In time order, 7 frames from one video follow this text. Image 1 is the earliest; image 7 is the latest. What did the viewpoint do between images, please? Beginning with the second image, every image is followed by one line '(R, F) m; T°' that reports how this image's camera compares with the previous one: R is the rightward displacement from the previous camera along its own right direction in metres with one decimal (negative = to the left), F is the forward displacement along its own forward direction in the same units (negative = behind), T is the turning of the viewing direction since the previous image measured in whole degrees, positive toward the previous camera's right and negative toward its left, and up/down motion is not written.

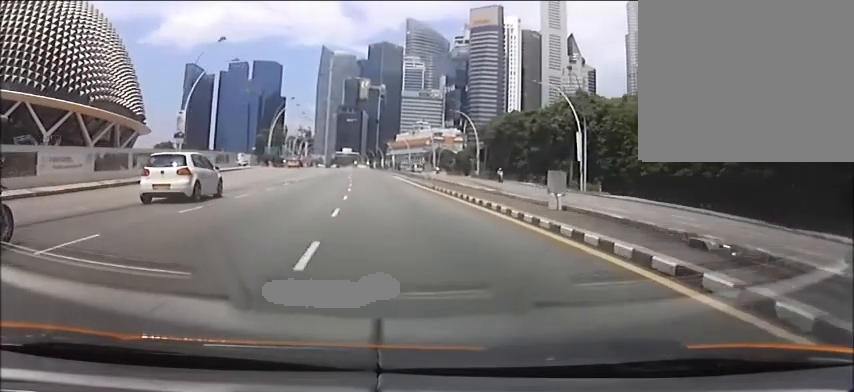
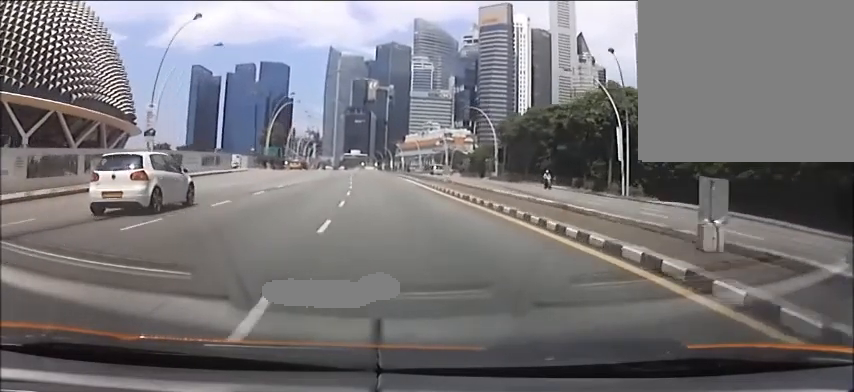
(-0.3, +11.3) m; -1°
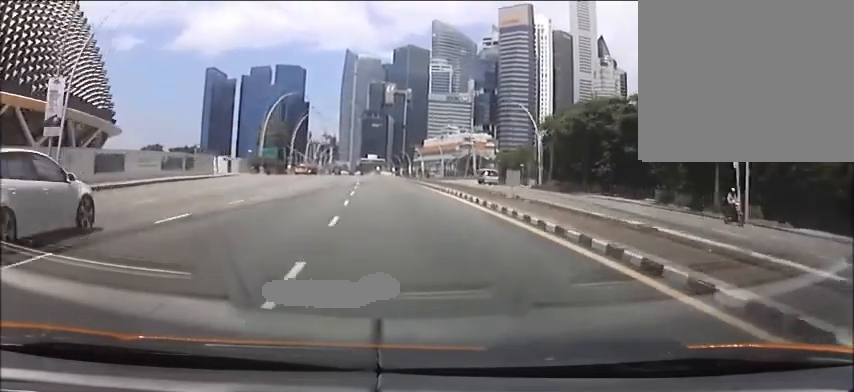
(-0.2, +24.0) m; -1°
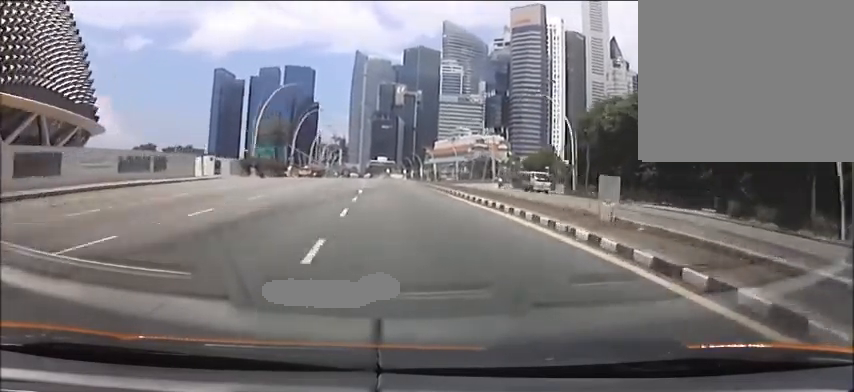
(0.0, +12.4) m; 0°
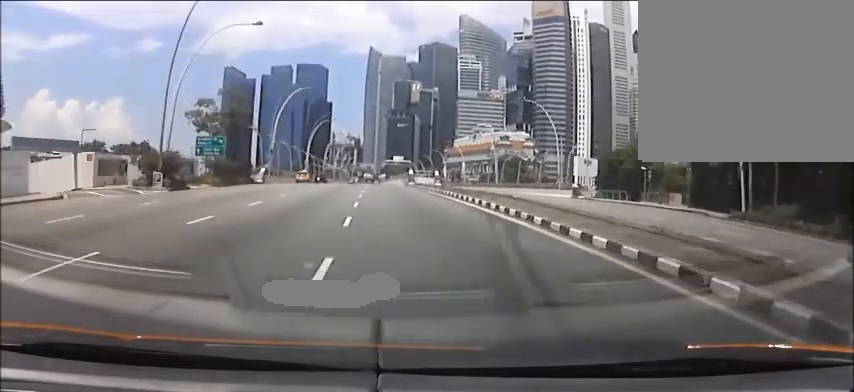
(-0.5, +37.9) m; -1°
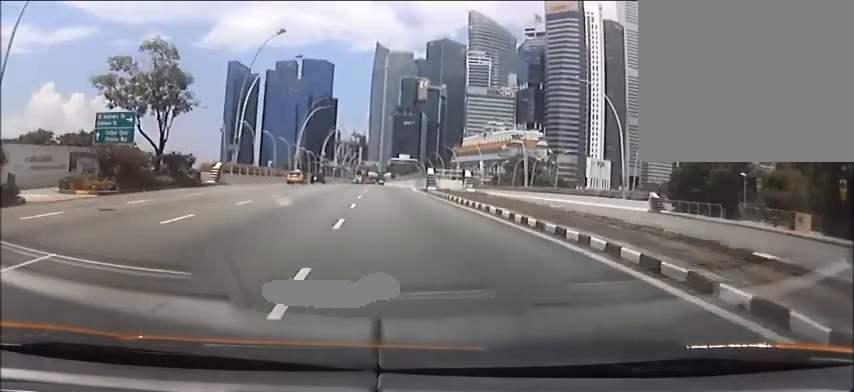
(-0.2, +21.5) m; -1°
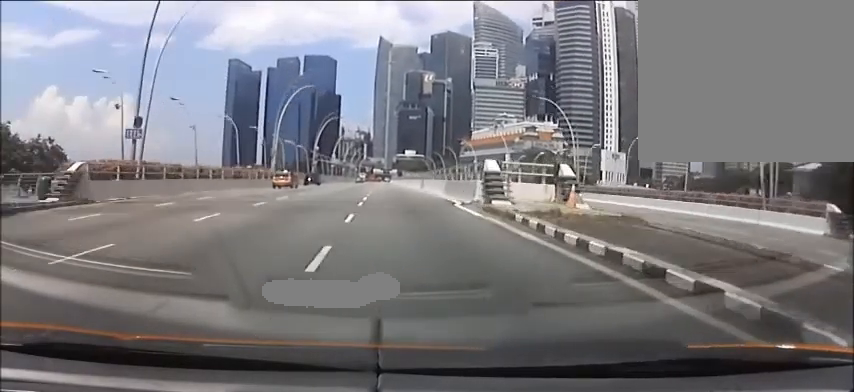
(-0.2, +22.0) m; -1°
